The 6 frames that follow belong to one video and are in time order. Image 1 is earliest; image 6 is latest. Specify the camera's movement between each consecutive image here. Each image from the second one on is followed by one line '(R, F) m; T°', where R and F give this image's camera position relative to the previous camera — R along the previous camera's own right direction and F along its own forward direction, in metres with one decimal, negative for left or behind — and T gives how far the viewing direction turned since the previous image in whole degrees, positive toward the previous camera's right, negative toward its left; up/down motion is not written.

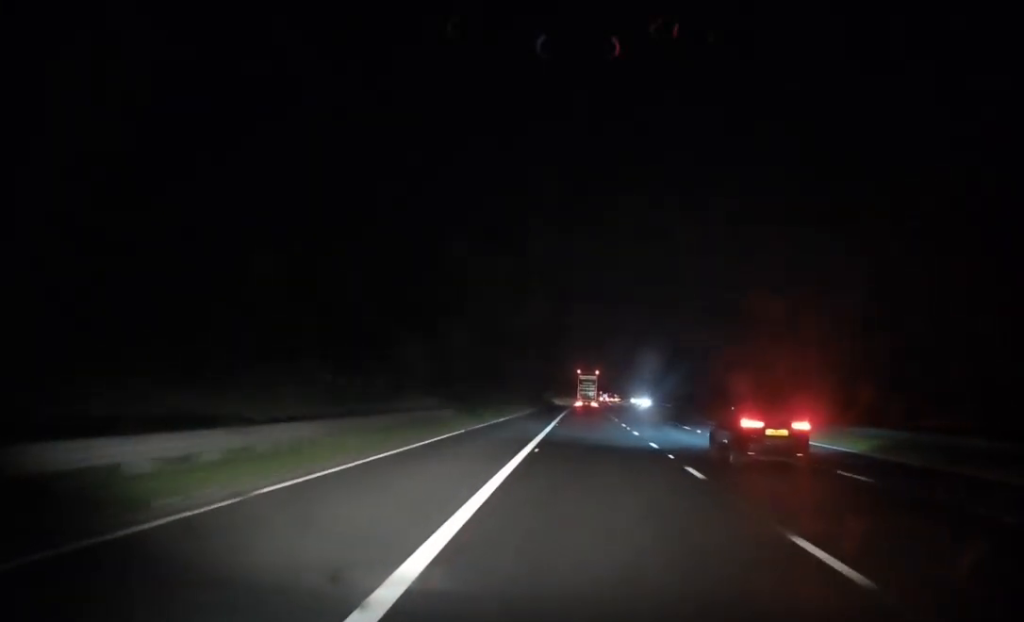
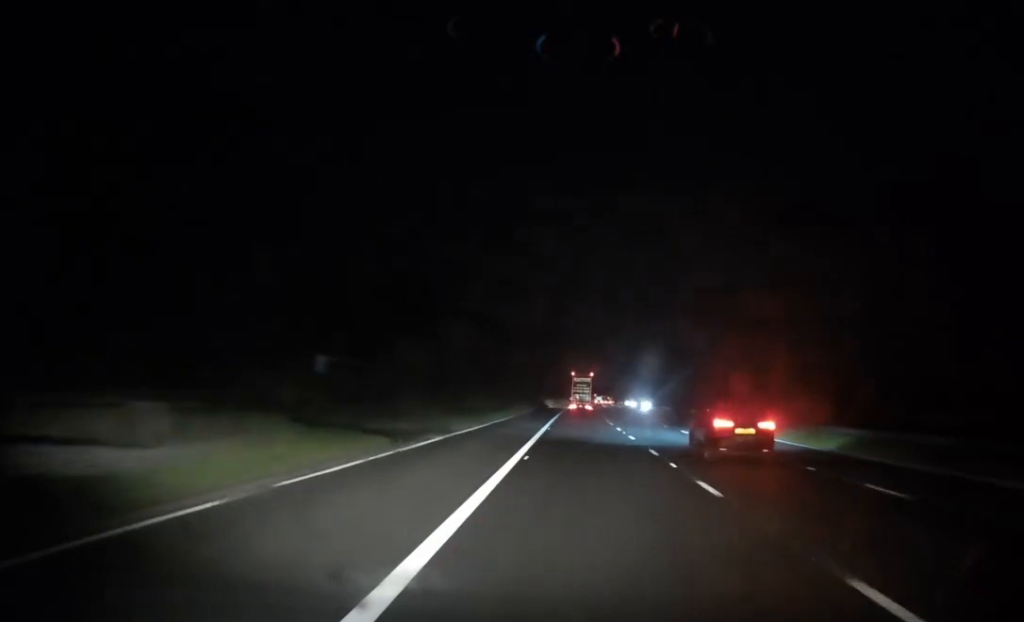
(+0.1, +20.0) m; +1°
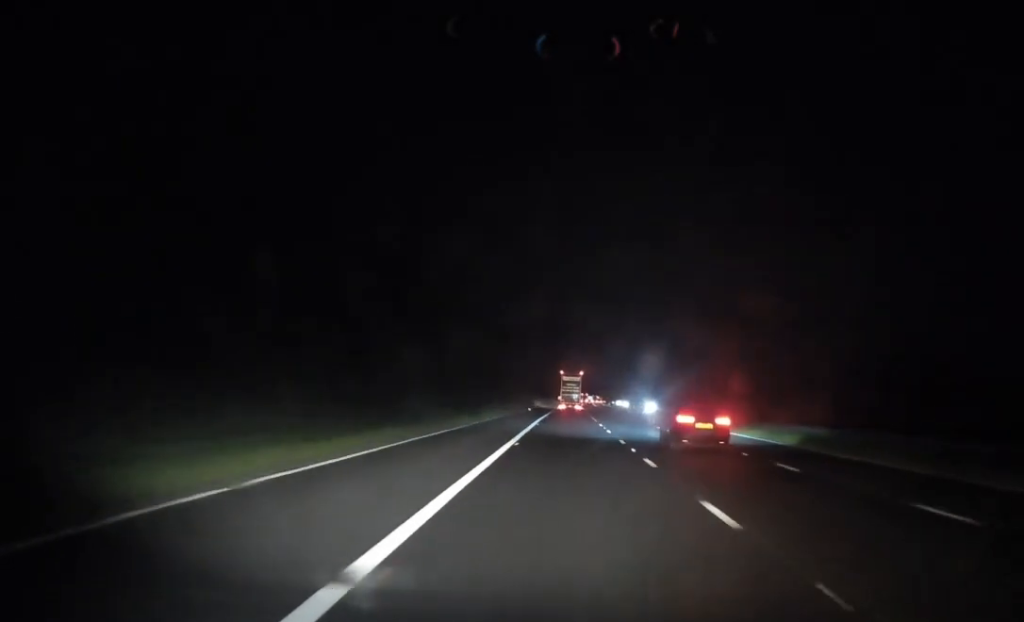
(+0.2, +30.9) m; +1°
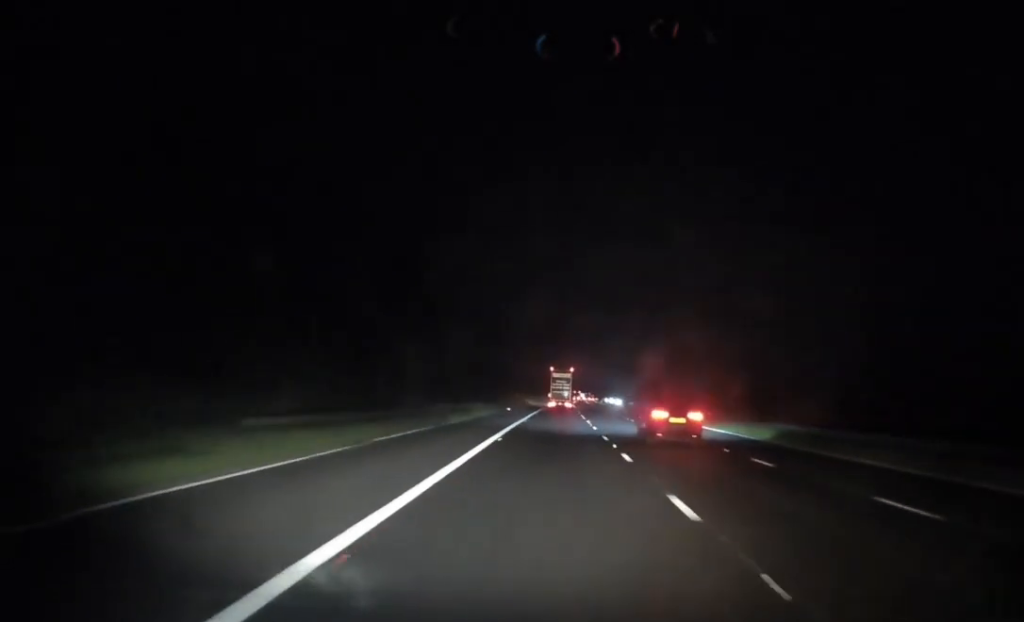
(0.0, +17.8) m; 0°
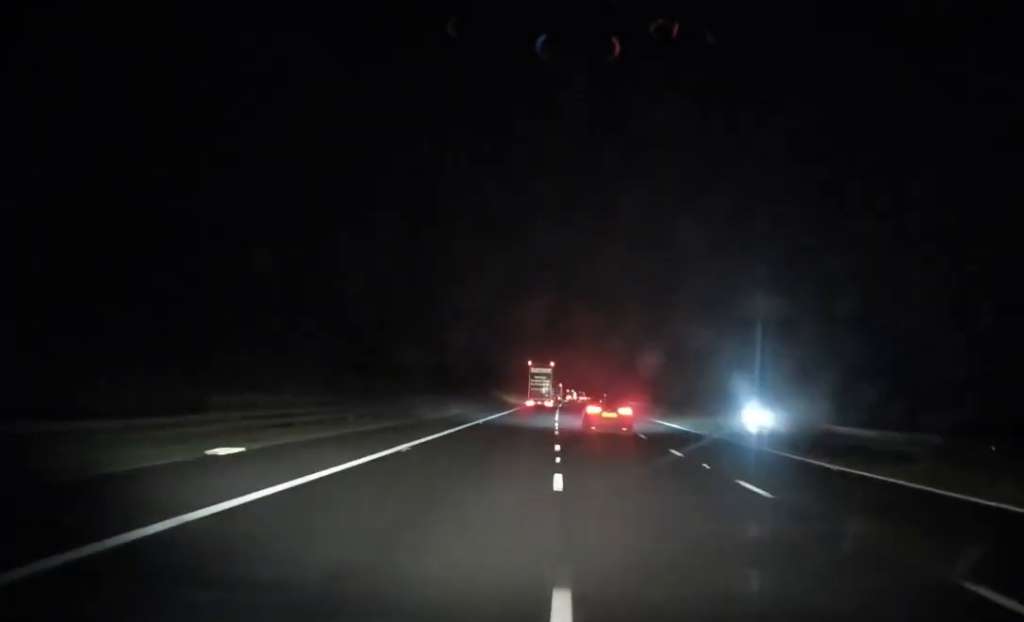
(+0.7, +59.9) m; +1°
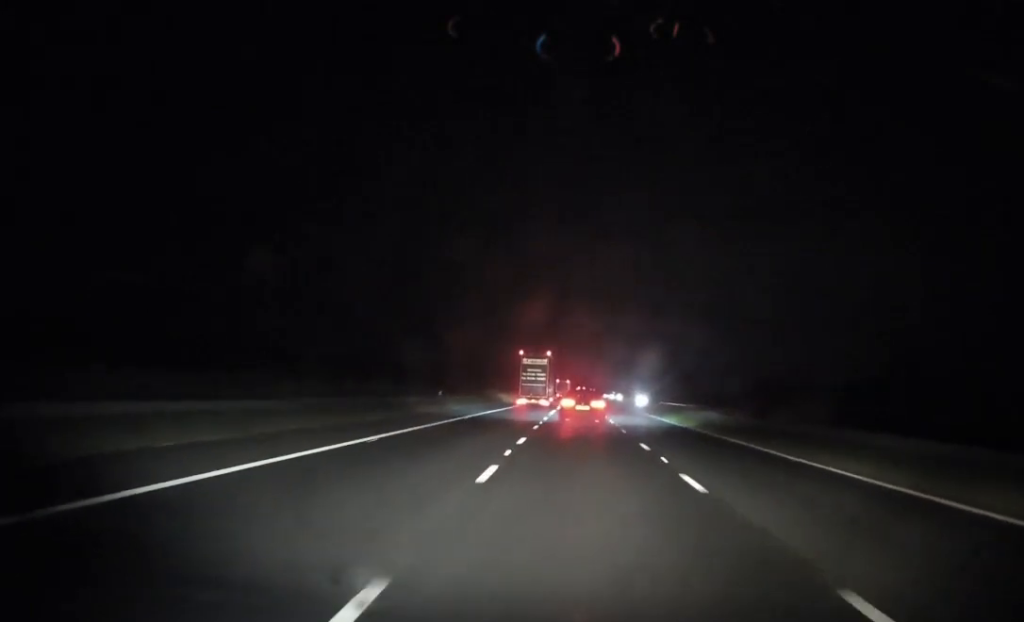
(-0.3, +71.1) m; 0°
